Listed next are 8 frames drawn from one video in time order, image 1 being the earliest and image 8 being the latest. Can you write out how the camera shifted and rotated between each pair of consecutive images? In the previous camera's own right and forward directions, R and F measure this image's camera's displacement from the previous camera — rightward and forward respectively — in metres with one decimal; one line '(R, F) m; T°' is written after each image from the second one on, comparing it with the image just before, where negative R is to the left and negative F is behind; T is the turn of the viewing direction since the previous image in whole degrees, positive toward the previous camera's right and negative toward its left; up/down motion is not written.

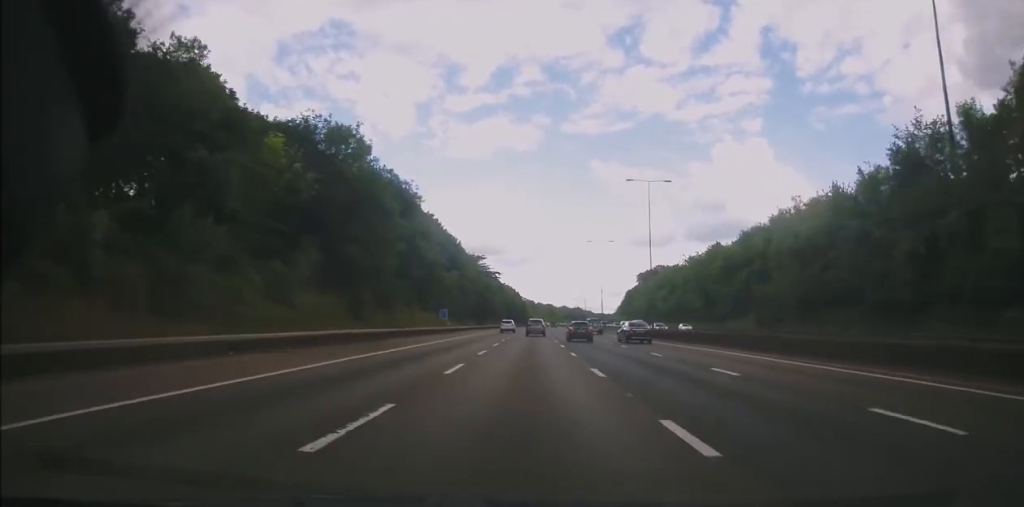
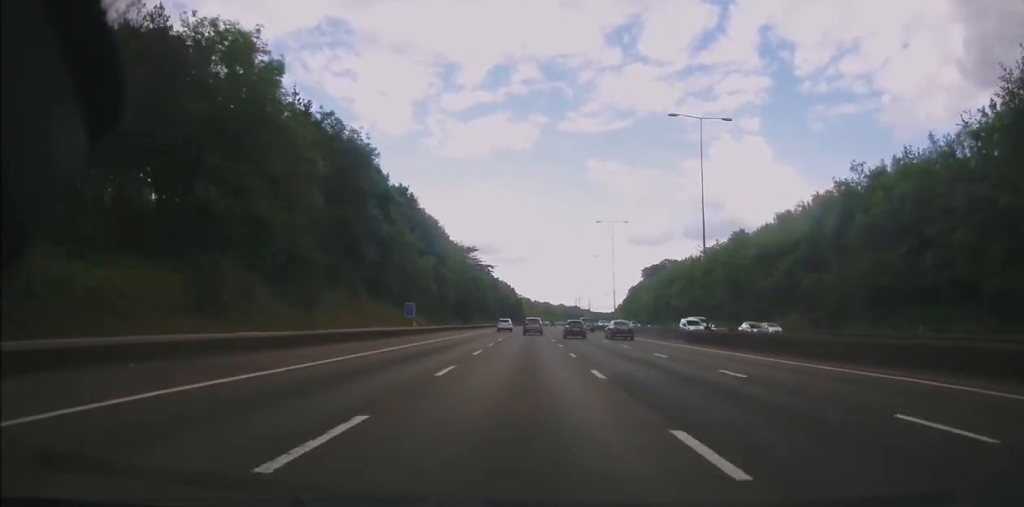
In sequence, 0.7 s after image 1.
(+0.1, +18.8) m; 0°
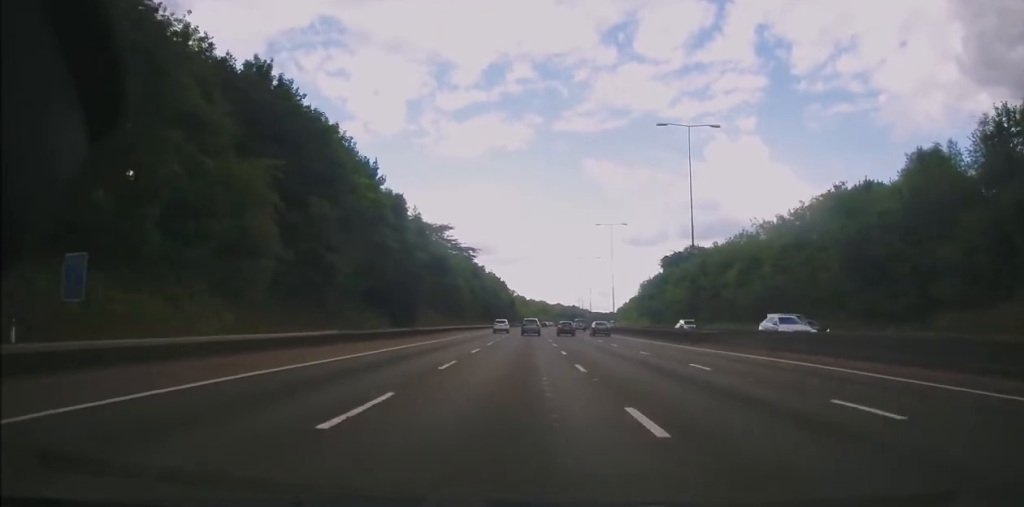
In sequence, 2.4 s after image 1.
(-0.1, +42.6) m; 0°
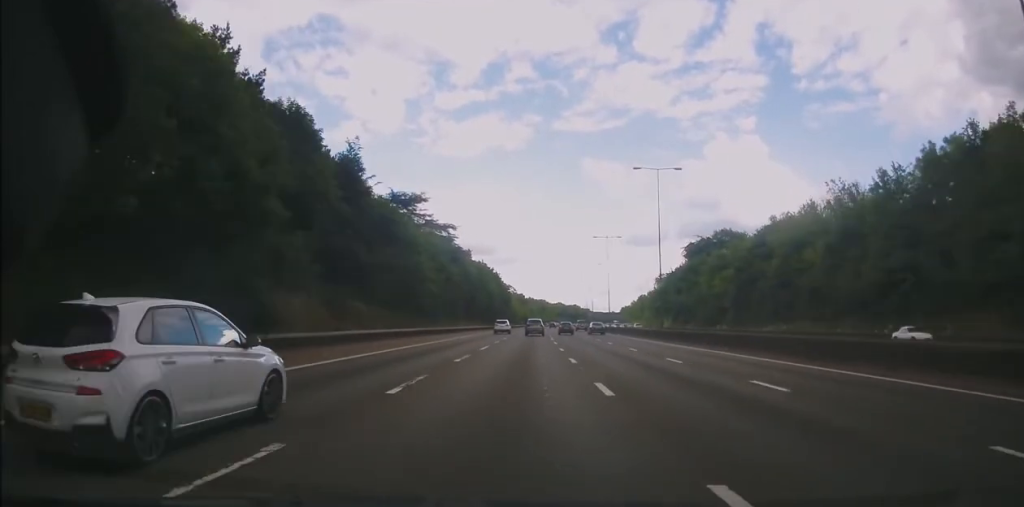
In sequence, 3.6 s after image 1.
(+0.5, +31.5) m; +1°
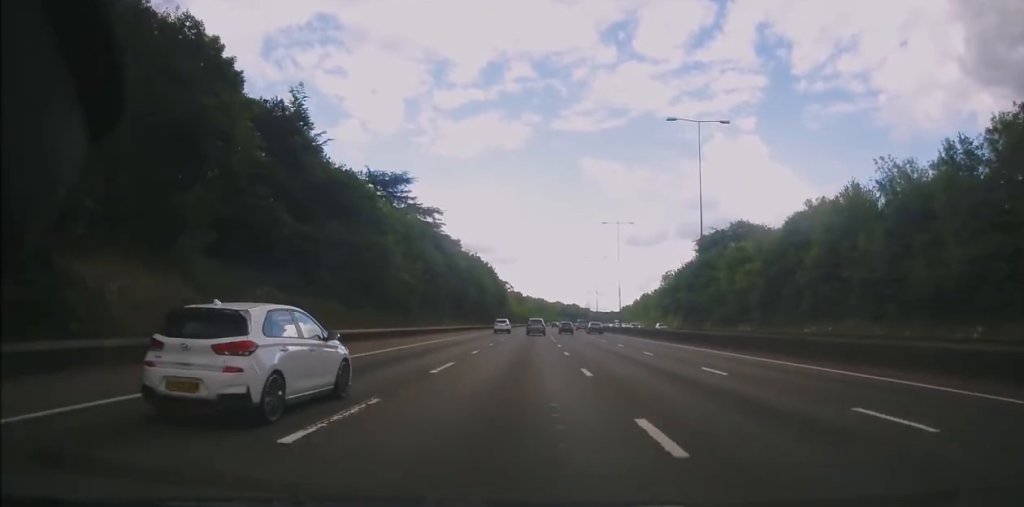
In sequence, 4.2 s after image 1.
(0.0, +13.6) m; 0°
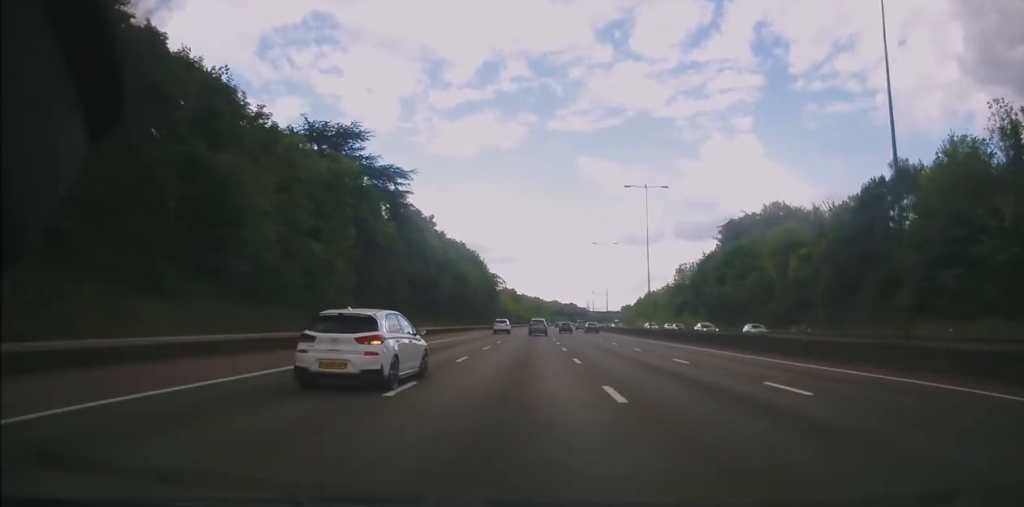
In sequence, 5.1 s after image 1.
(0.0, +22.9) m; 0°
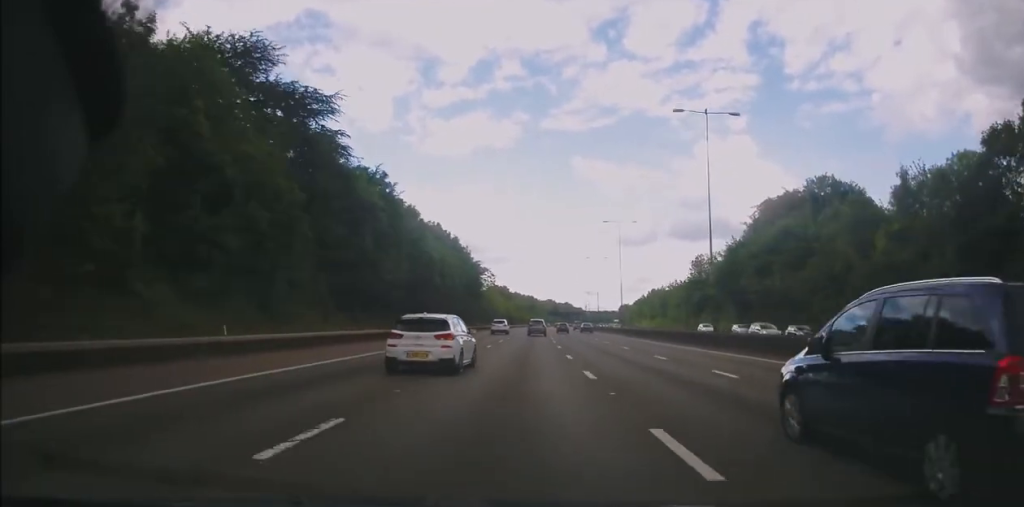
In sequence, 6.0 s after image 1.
(0.0, +23.0) m; 0°
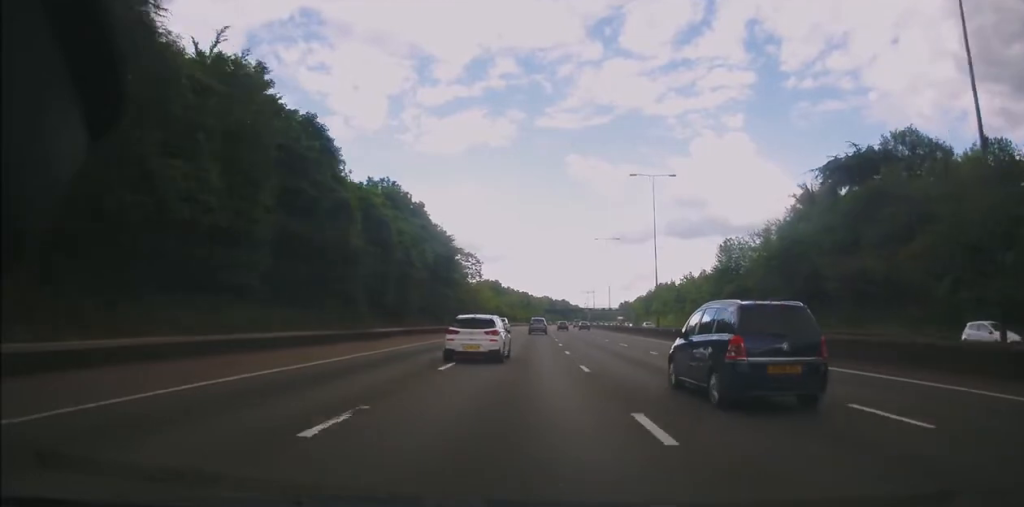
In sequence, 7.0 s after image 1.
(+0.1, +25.3) m; +1°
